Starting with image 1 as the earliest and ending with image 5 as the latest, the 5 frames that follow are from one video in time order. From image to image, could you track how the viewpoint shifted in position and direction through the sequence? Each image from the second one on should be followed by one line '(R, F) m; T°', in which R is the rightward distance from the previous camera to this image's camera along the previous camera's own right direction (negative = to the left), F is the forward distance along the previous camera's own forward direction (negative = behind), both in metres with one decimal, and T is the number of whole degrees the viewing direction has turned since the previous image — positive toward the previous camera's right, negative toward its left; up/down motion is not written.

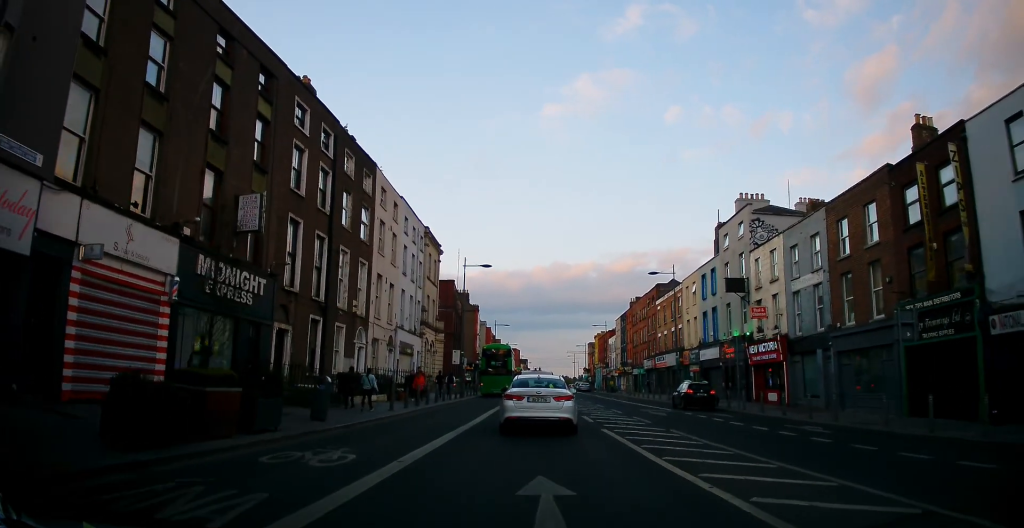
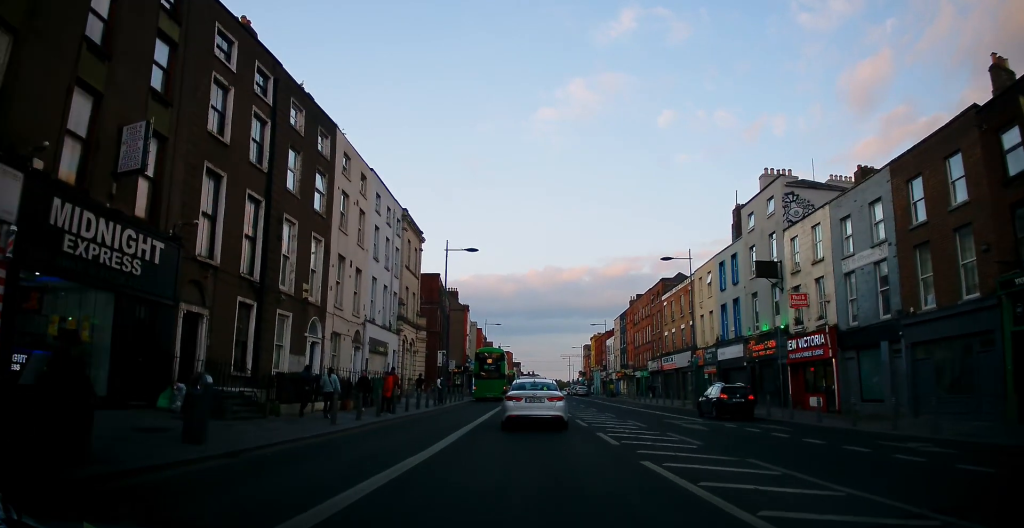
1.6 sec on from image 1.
(-0.1, +6.3) m; -1°
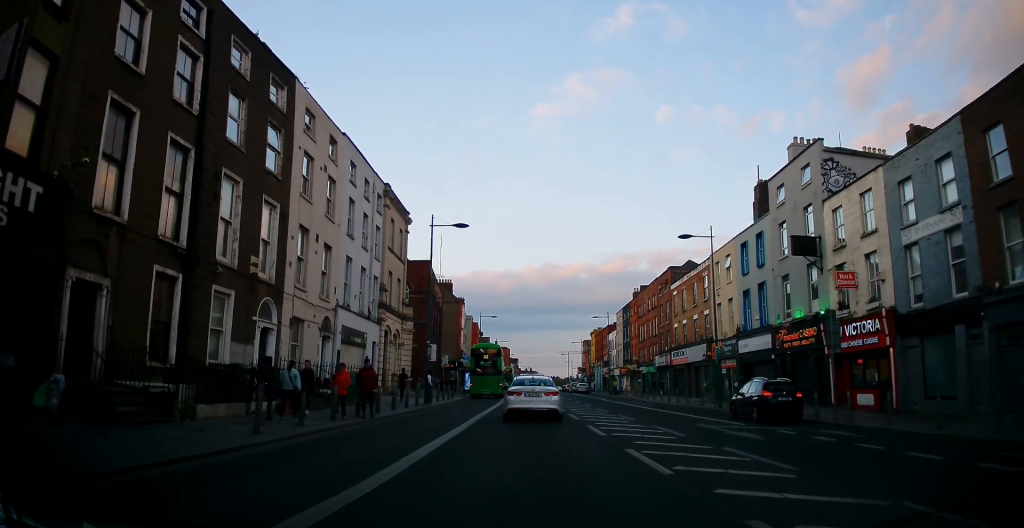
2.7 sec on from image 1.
(0.0, +4.7) m; +2°
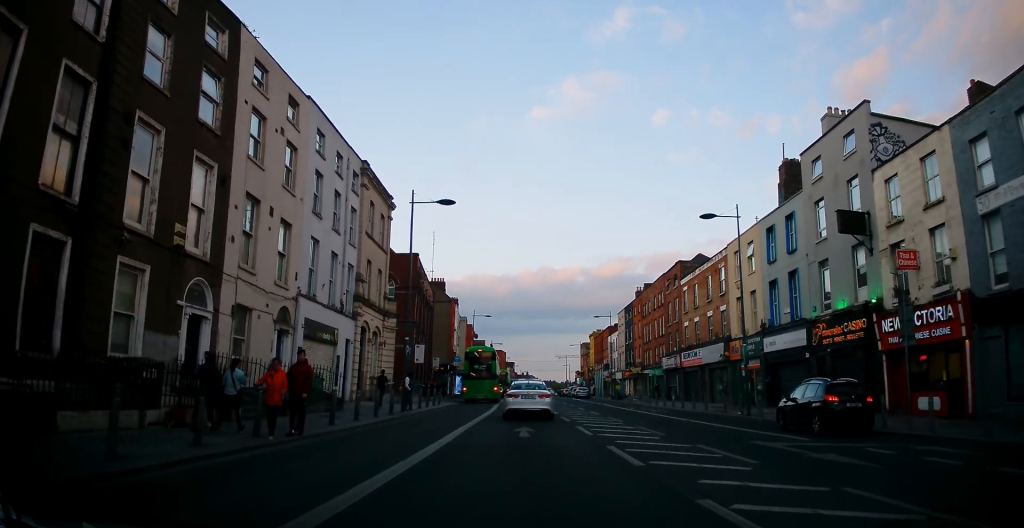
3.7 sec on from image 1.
(+0.1, +4.6) m; +2°
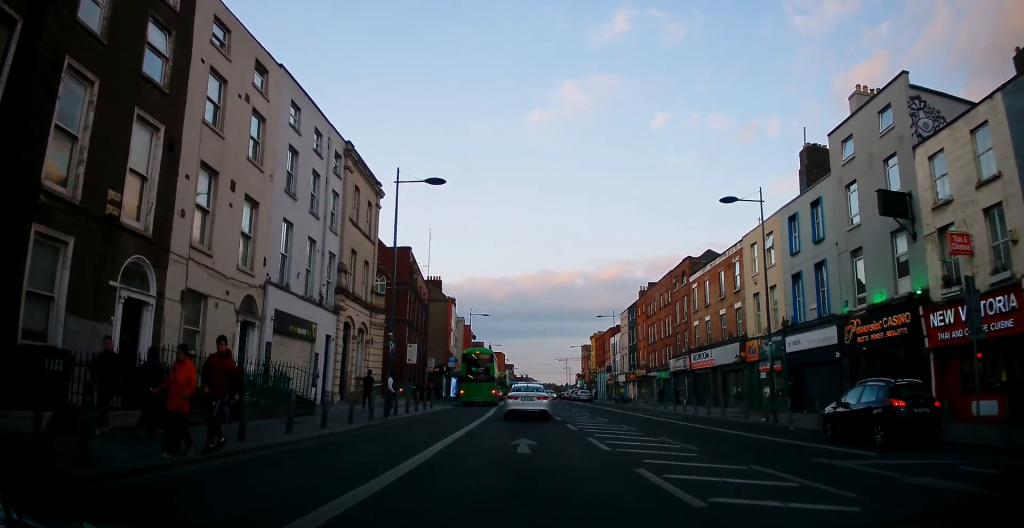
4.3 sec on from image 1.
(+0.1, +2.7) m; 0°
